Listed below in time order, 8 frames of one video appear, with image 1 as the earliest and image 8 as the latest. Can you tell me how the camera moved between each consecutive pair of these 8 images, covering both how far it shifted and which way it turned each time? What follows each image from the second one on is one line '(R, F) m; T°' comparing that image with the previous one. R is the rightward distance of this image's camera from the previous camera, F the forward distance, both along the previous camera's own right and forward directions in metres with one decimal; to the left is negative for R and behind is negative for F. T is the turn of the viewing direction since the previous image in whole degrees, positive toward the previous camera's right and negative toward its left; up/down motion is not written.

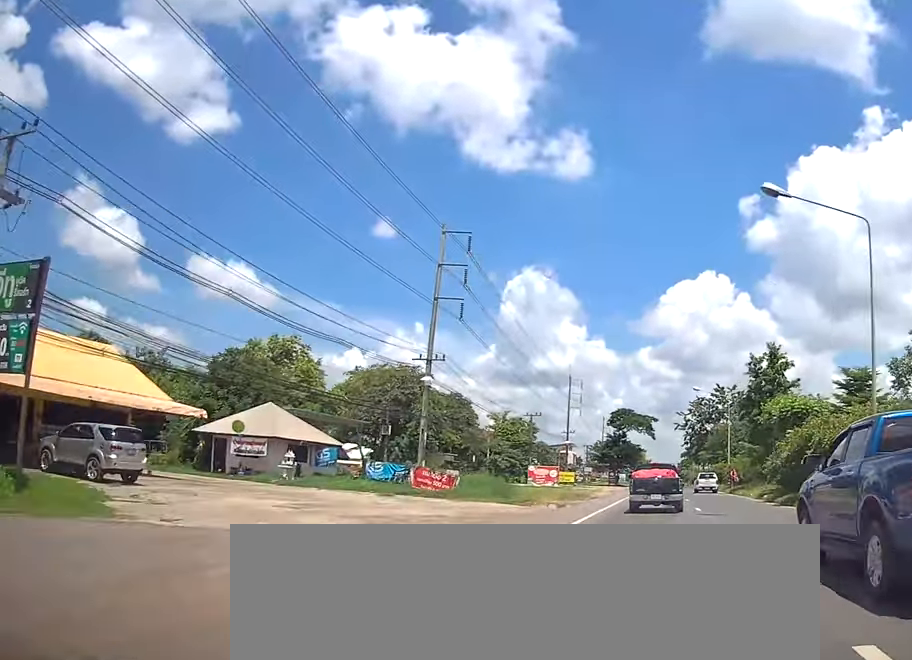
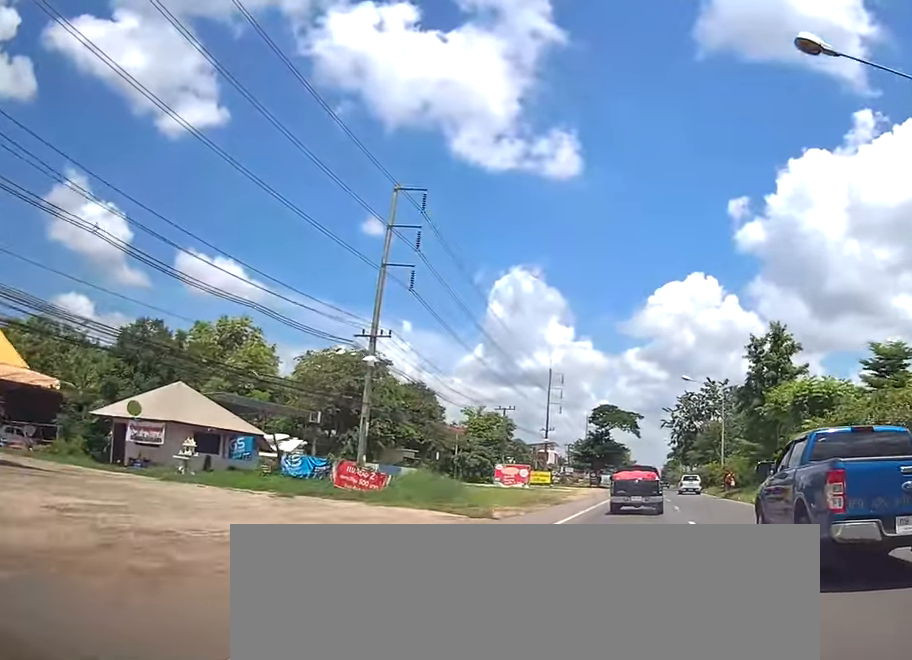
(+0.1, +8.0) m; +1°
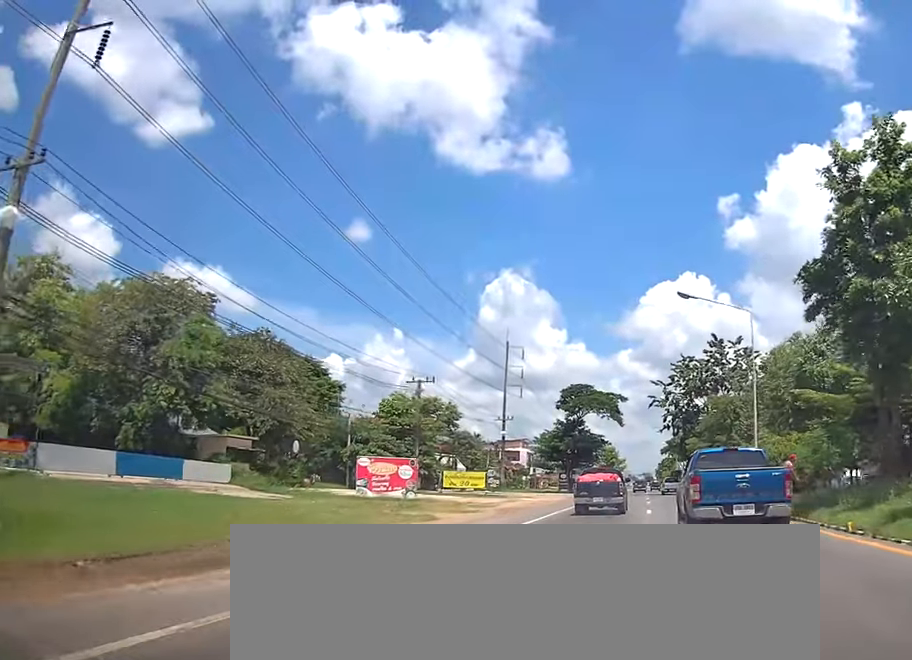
(+0.4, +26.8) m; +1°
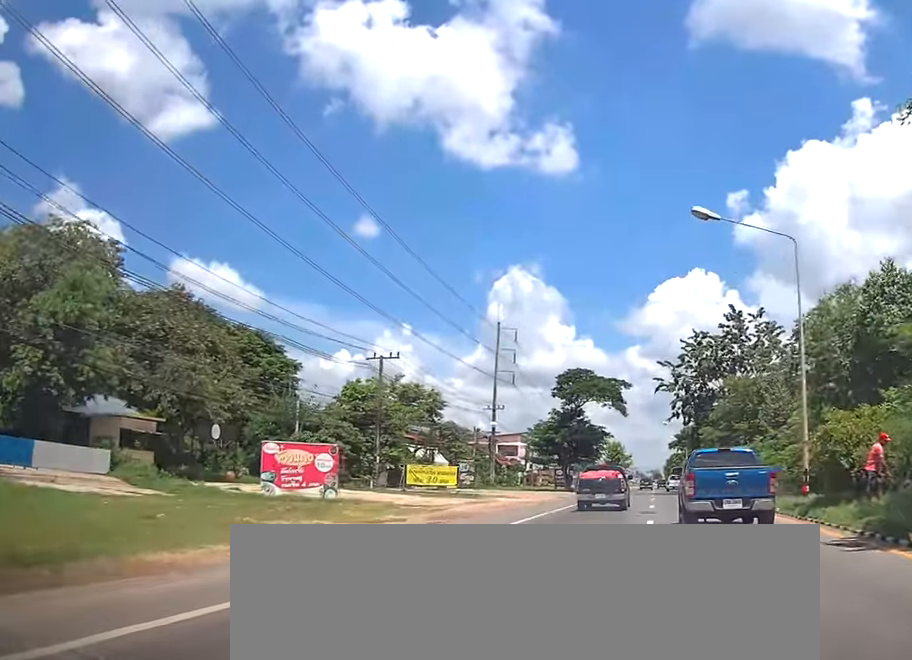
(0.0, +9.7) m; 0°
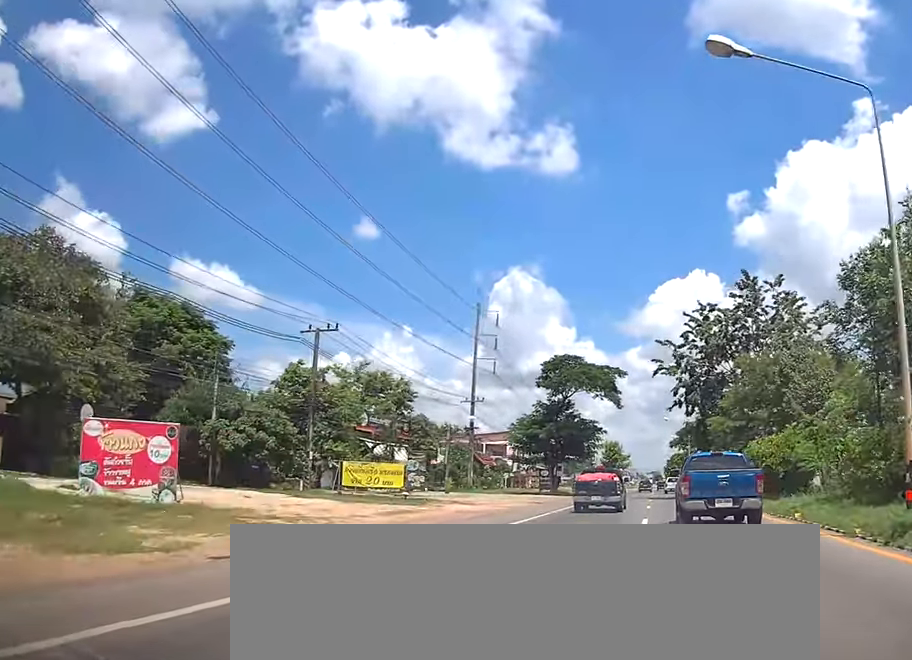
(0.0, +9.5) m; 0°
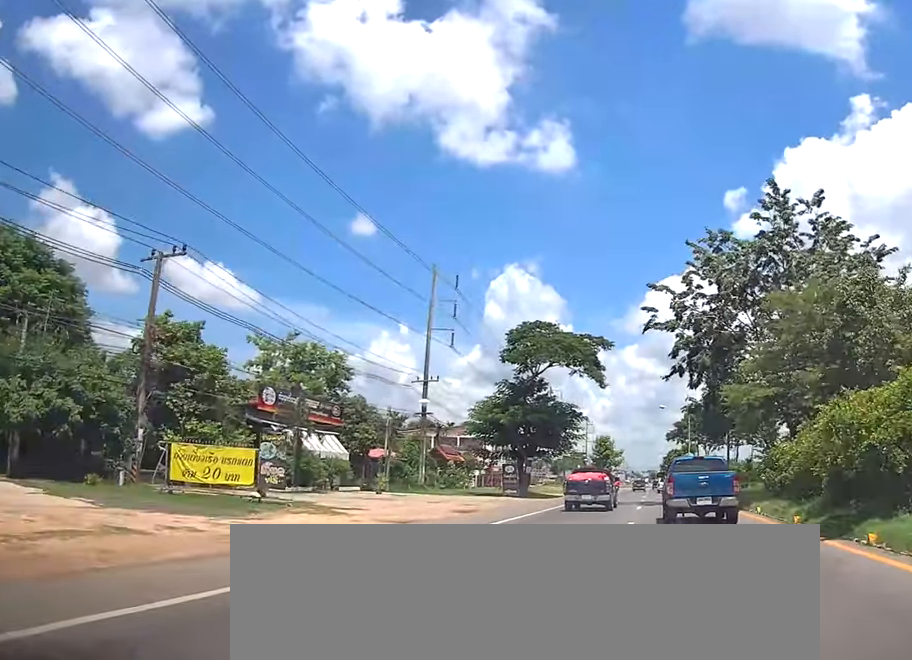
(0.0, +14.0) m; 0°
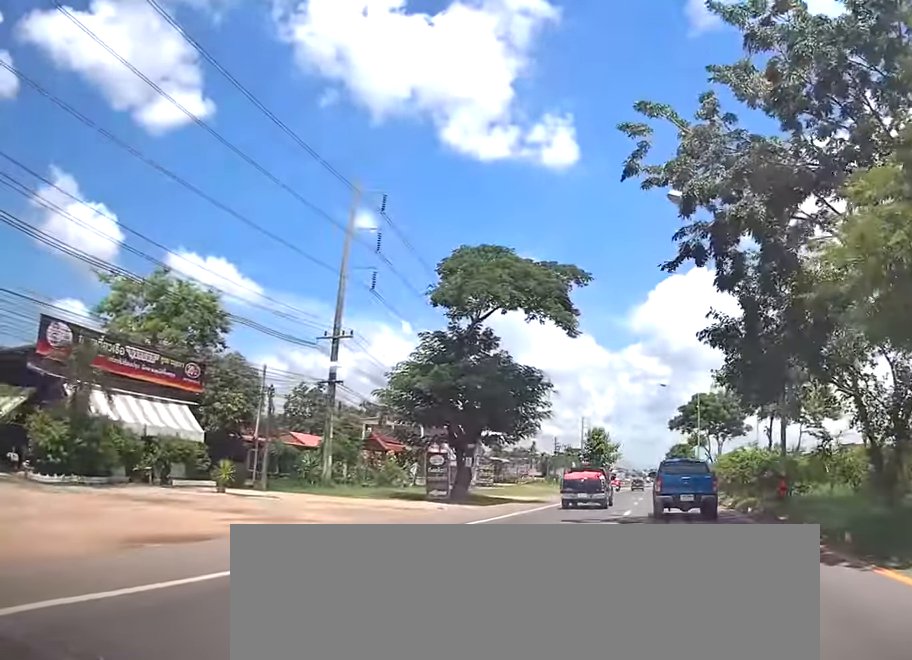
(-0.1, +17.6) m; 0°
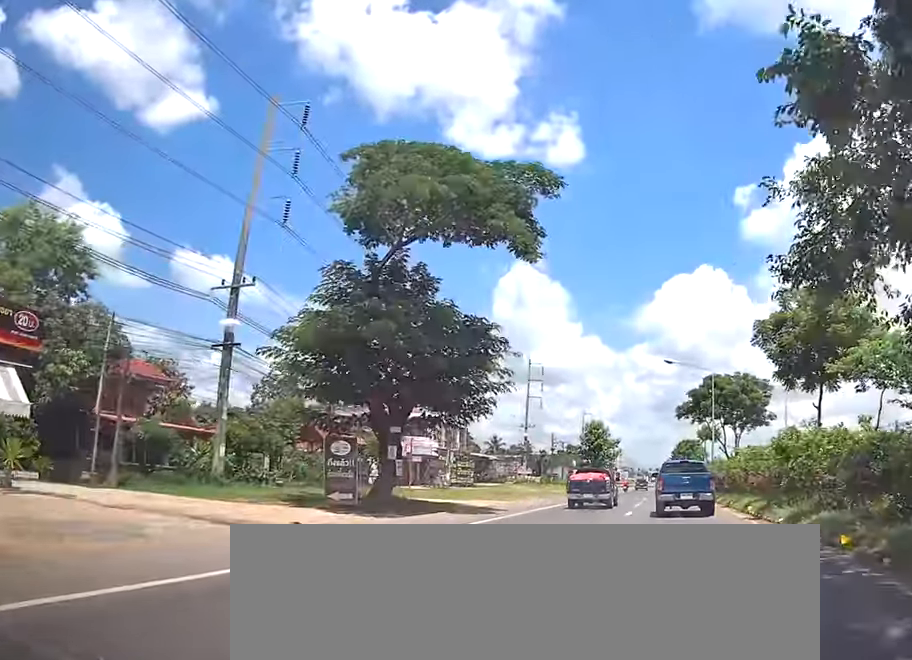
(+0.1, +11.8) m; 0°
